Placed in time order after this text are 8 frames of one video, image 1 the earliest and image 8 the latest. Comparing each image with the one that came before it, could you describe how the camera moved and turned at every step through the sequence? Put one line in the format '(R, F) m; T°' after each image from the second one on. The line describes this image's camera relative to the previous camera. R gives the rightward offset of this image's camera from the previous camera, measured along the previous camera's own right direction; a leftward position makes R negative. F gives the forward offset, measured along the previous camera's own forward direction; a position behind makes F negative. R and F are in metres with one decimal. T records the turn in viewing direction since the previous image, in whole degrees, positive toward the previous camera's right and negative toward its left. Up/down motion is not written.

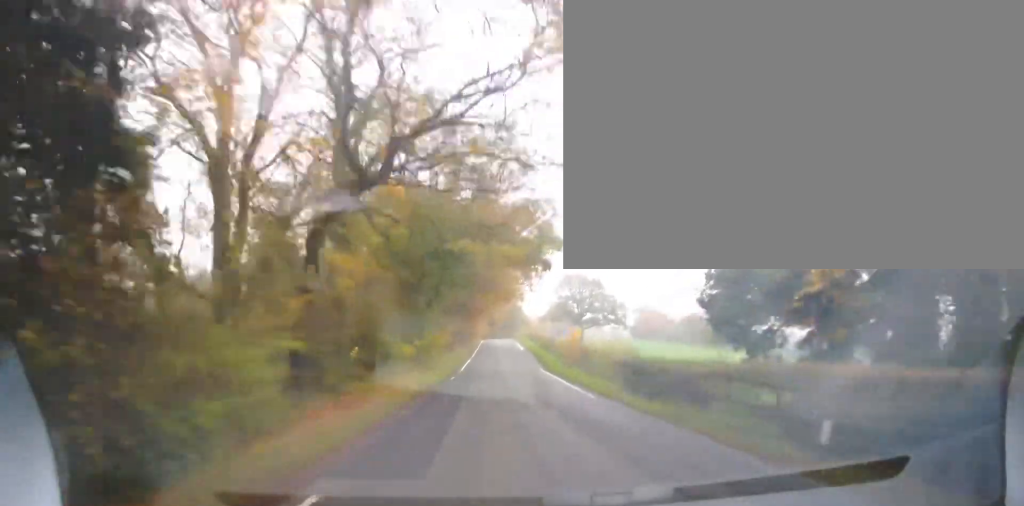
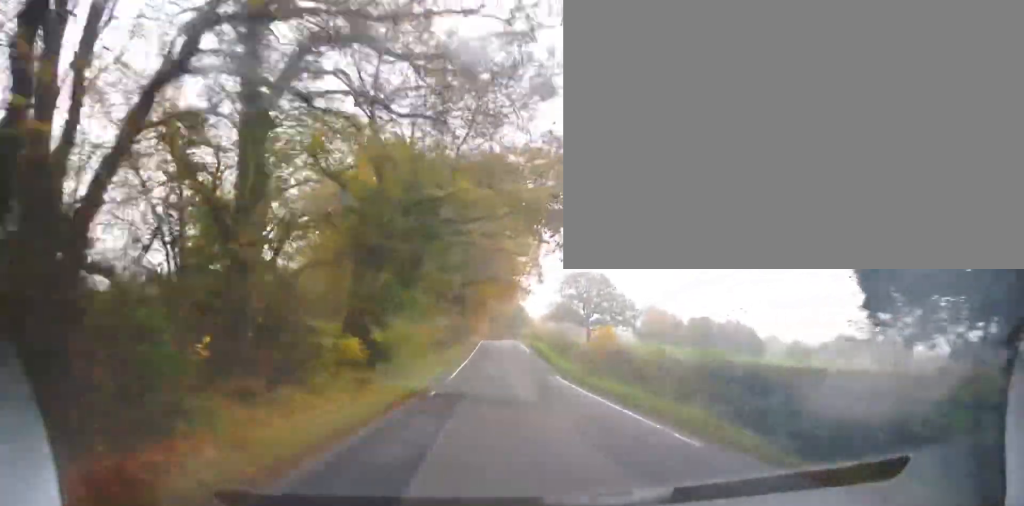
(-0.2, +8.4) m; -1°
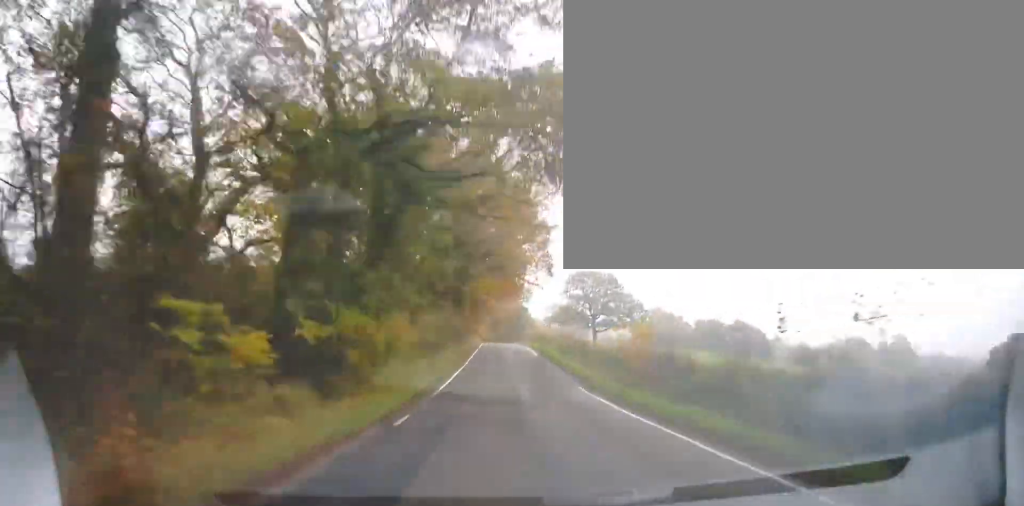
(-0.1, +5.9) m; 0°
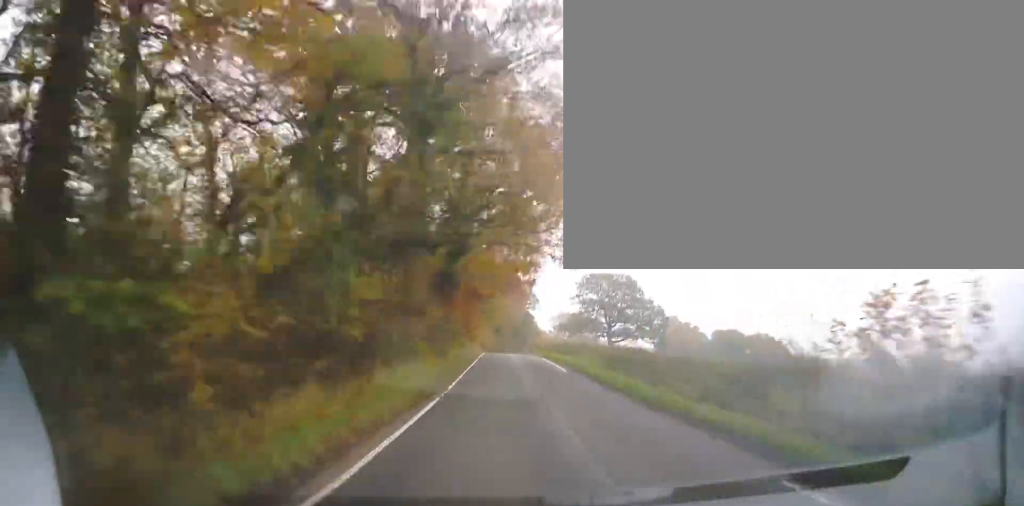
(0.0, +13.9) m; +1°
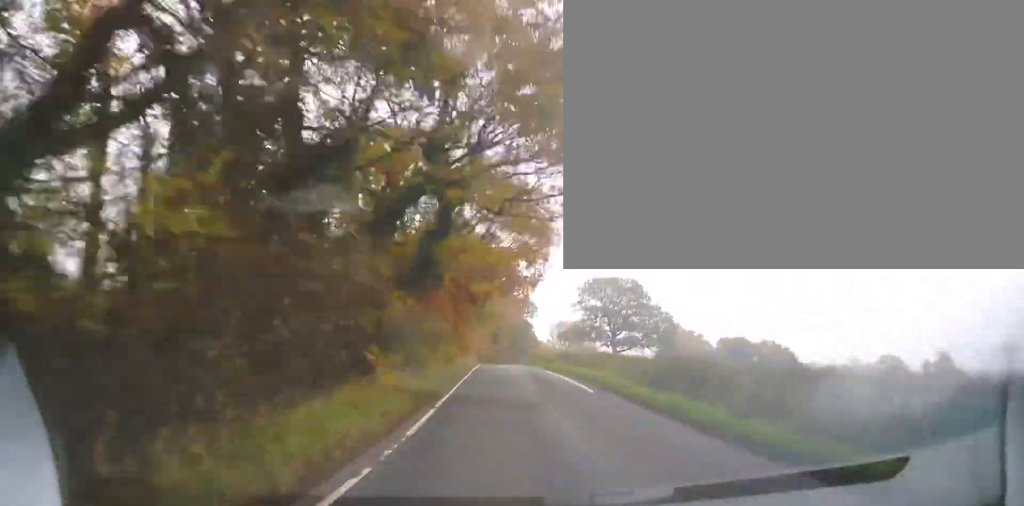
(+0.1, +7.5) m; 0°
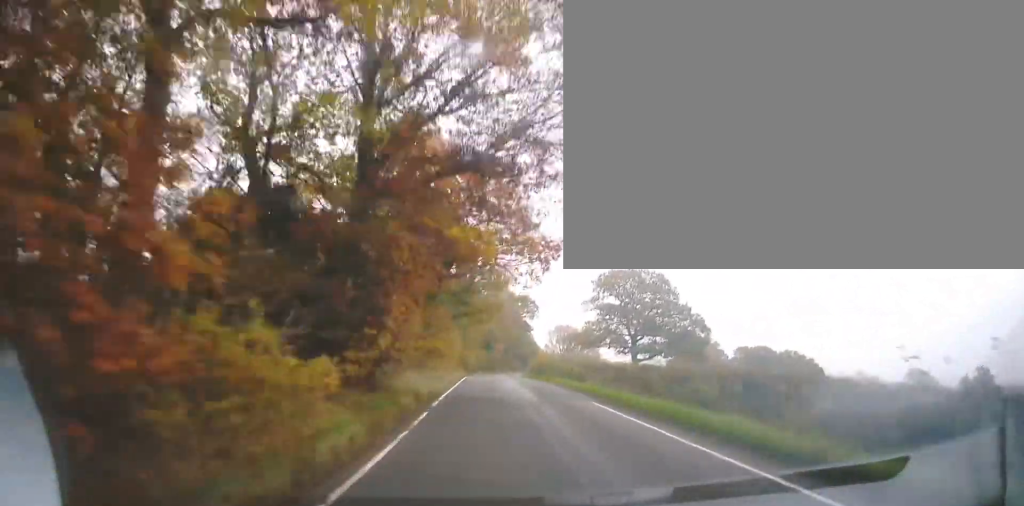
(0.0, +19.0) m; -1°
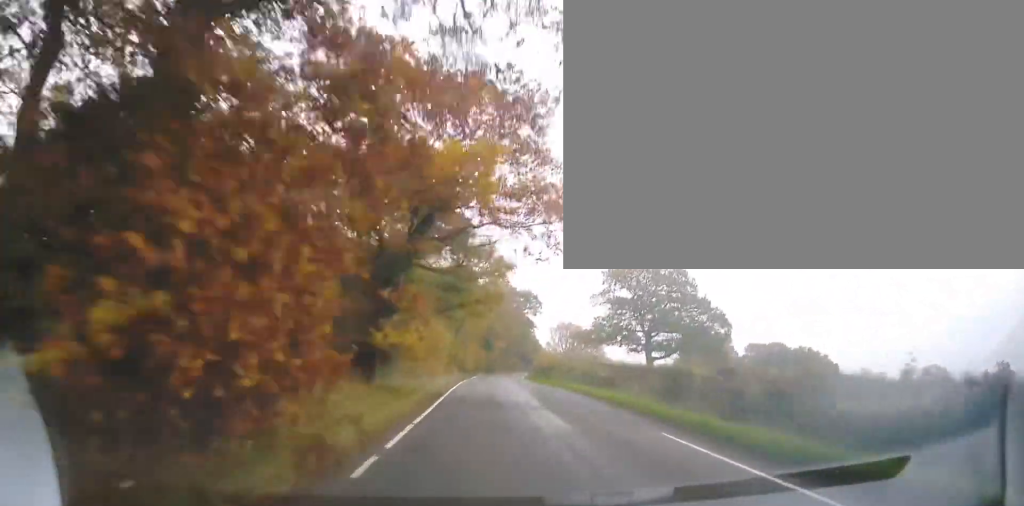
(-0.1, +8.0) m; 0°
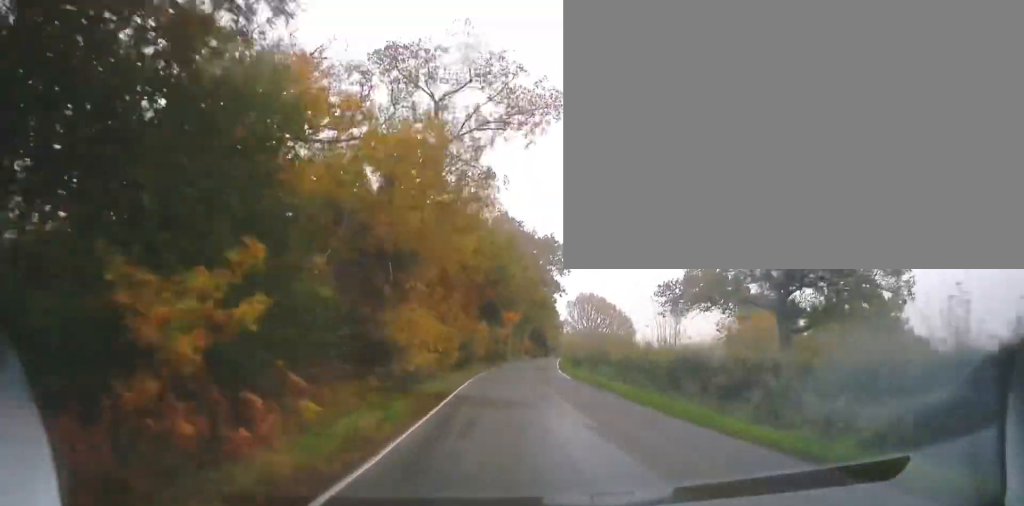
(+1.0, +36.8) m; +1°
